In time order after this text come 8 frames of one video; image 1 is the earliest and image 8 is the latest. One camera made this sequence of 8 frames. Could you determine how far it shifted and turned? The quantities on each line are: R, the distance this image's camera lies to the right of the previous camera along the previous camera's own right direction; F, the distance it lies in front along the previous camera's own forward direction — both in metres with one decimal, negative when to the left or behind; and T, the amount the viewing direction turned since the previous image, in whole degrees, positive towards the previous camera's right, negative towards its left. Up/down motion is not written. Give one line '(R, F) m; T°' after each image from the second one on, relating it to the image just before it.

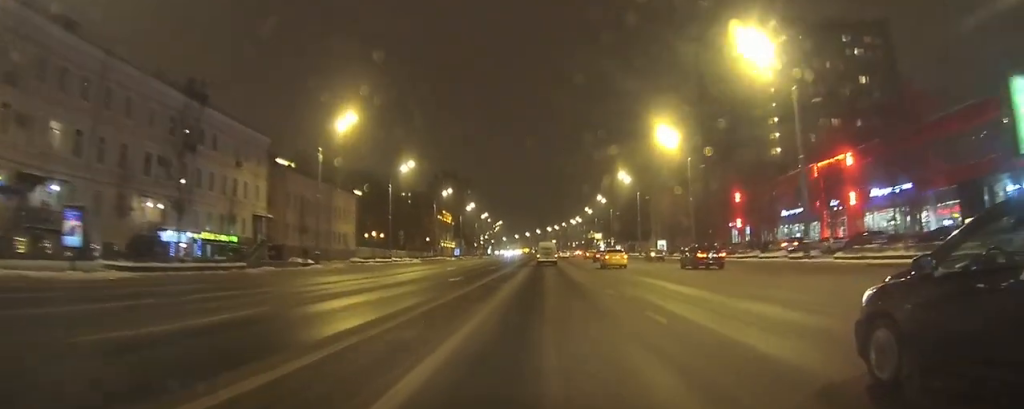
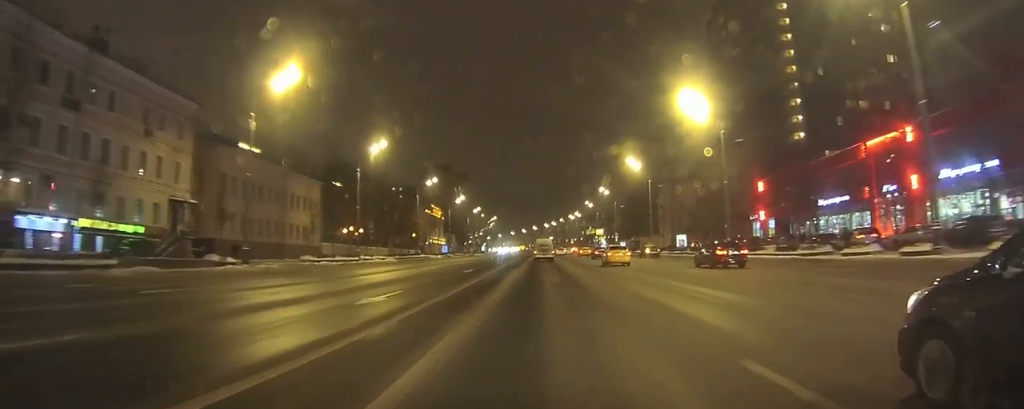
(+0.1, +14.3) m; +2°
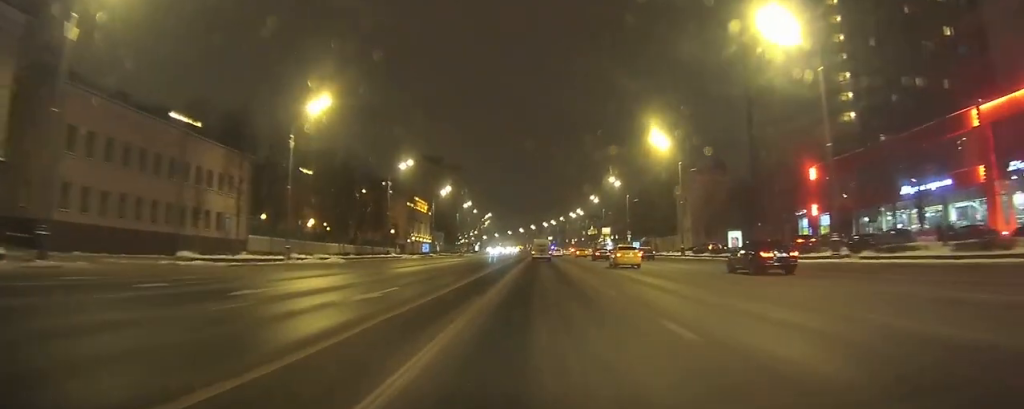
(+0.9, +20.8) m; +1°
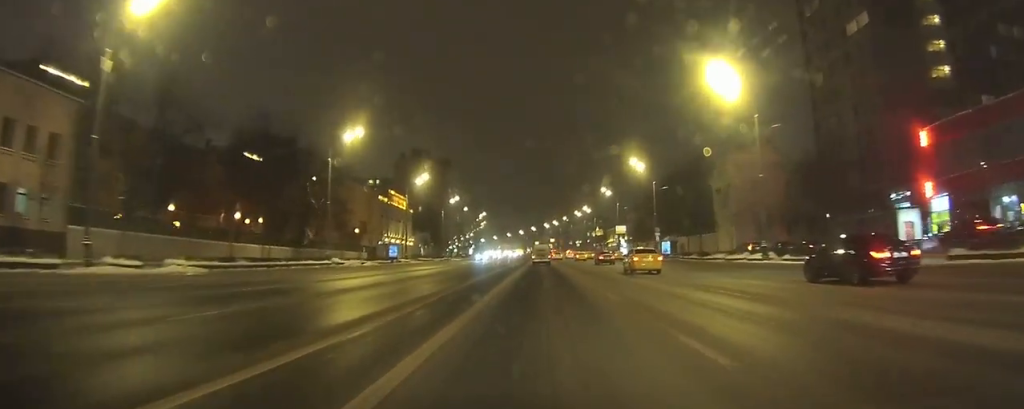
(-1.0, +25.0) m; -2°
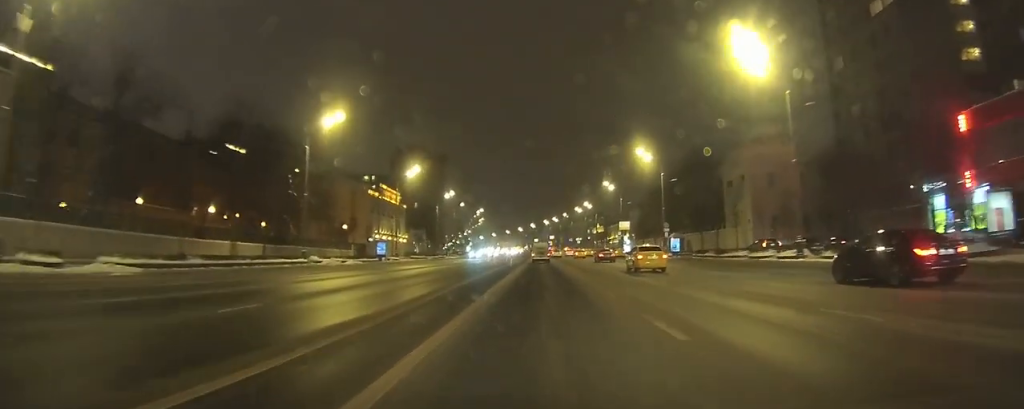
(0.0, +5.9) m; 0°
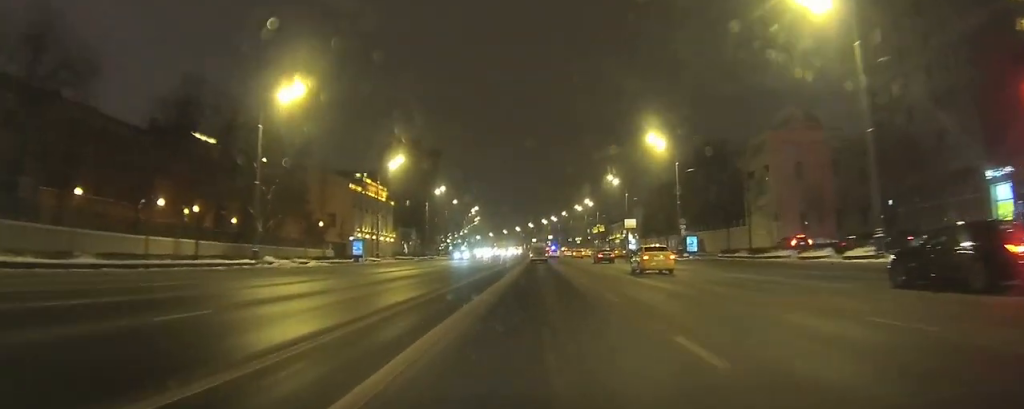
(0.0, +8.4) m; 0°
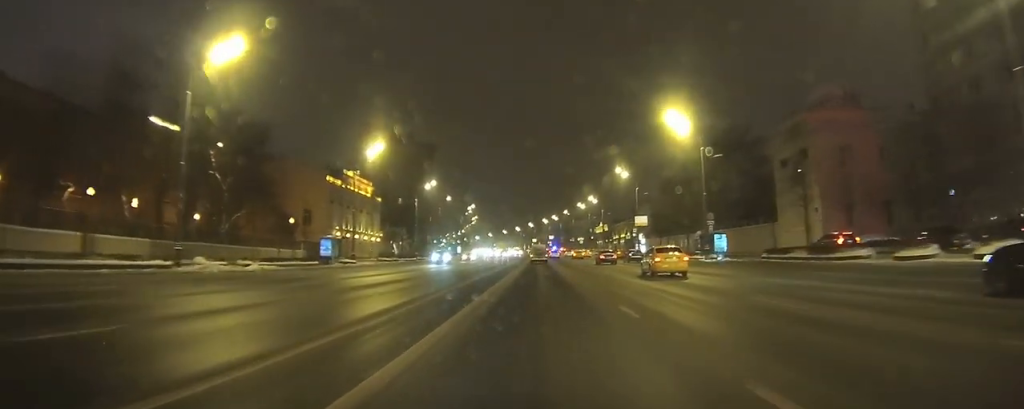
(0.0, +8.8) m; 0°
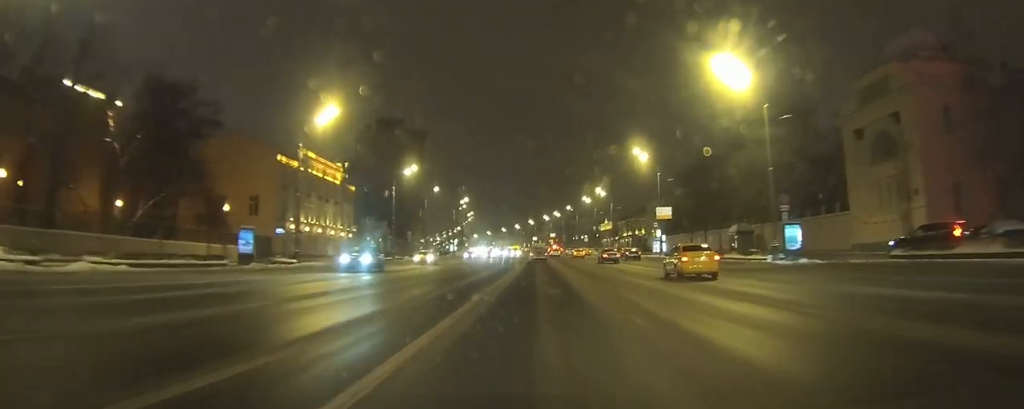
(-0.1, +12.7) m; -1°
